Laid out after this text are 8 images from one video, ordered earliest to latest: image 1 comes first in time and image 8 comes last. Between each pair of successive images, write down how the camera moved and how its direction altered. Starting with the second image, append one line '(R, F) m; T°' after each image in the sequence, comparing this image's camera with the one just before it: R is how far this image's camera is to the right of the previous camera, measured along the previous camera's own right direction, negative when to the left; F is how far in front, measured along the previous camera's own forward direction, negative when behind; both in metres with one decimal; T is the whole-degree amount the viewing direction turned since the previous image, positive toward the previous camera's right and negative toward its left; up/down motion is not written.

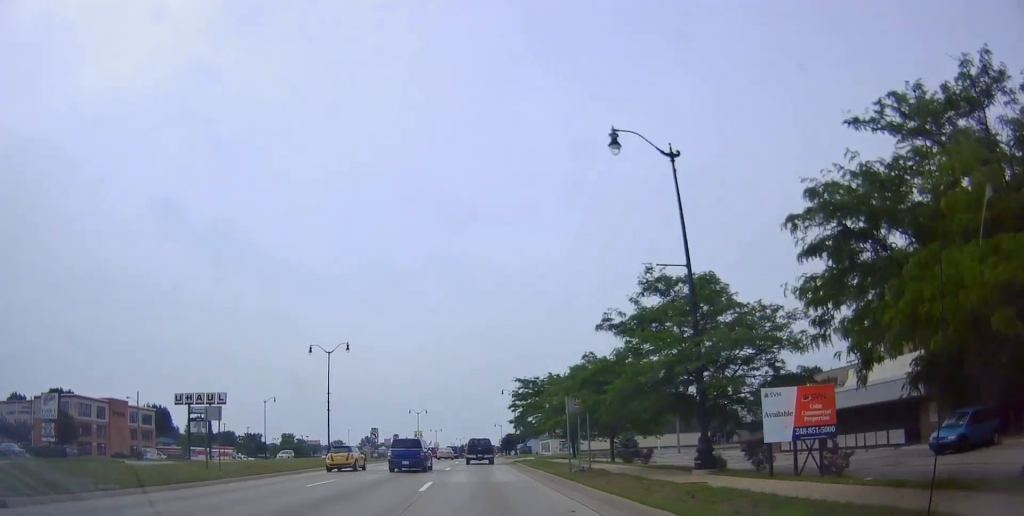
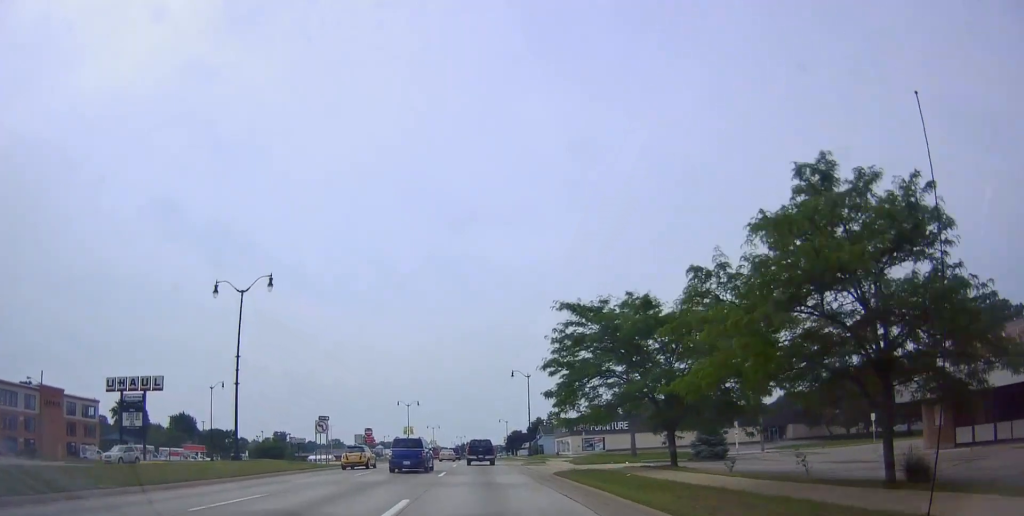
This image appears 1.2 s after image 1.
(-0.8, +22.5) m; 0°
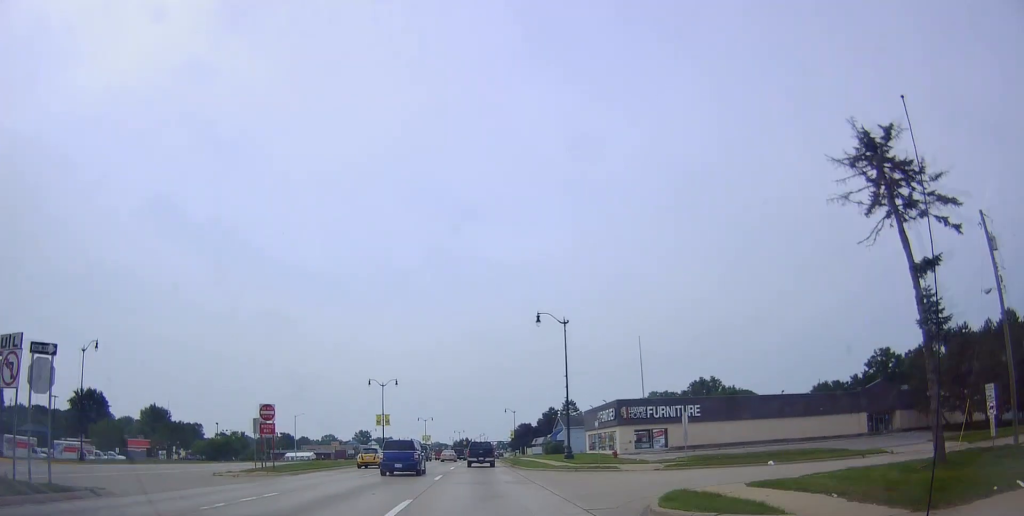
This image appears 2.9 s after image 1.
(+1.3, +30.6) m; 0°
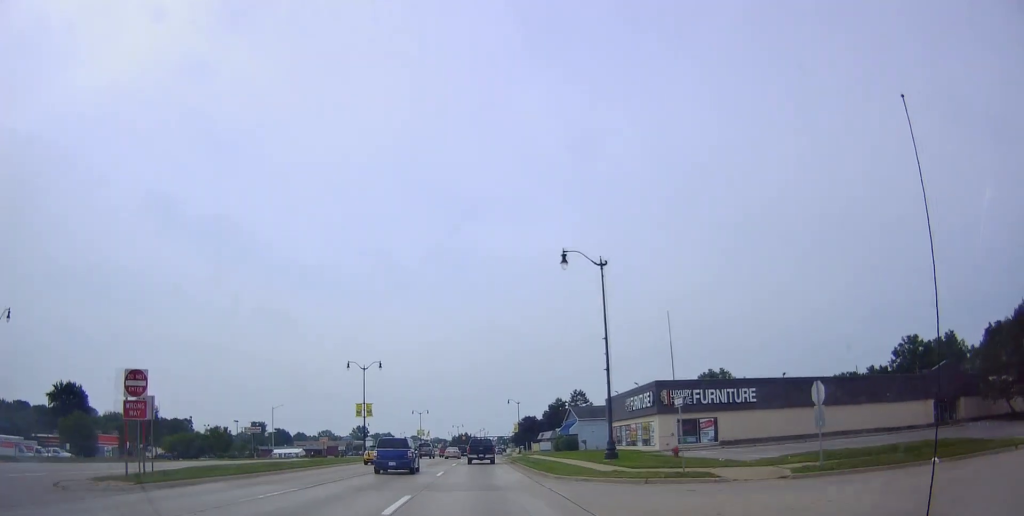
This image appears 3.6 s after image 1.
(-0.3, +13.4) m; -1°
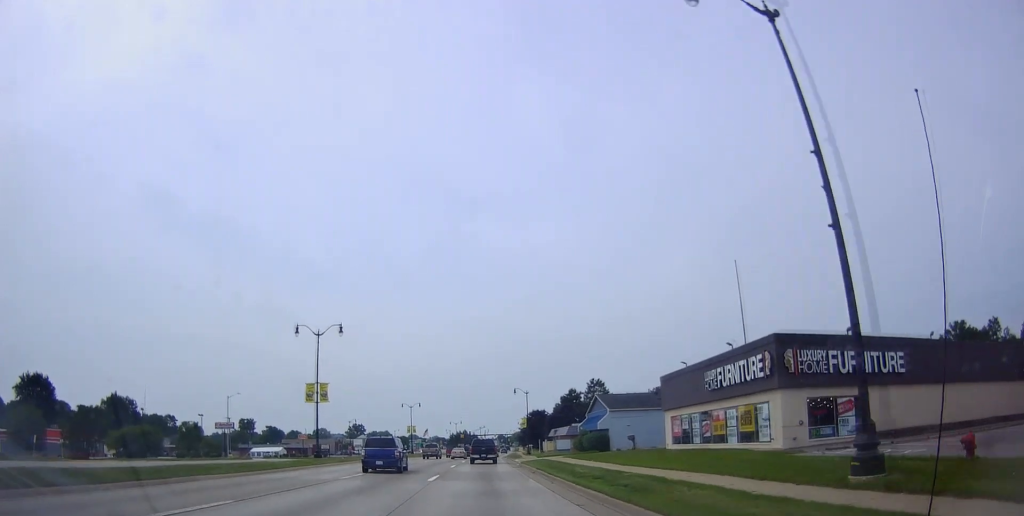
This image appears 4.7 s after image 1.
(0.0, +20.0) m; +1°
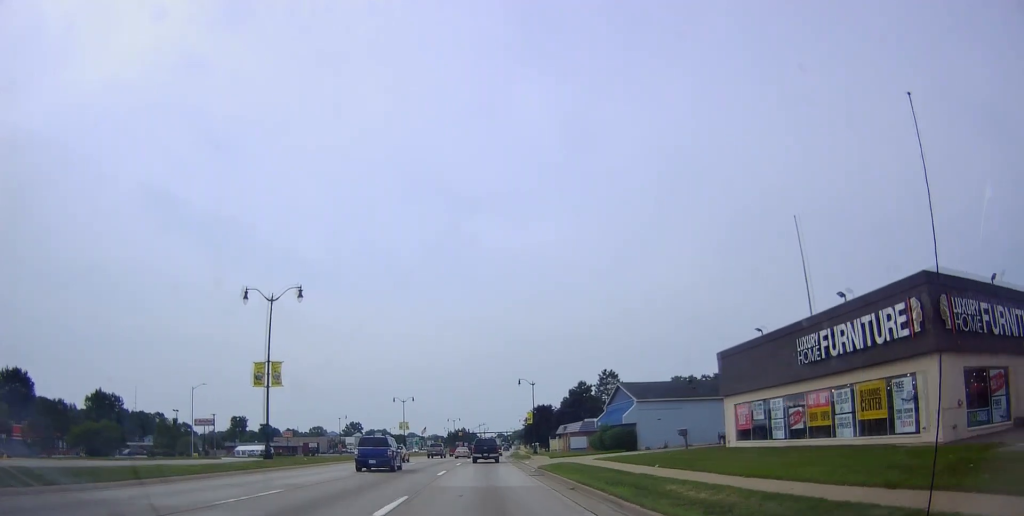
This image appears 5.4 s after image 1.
(+0.2, +11.5) m; +1°
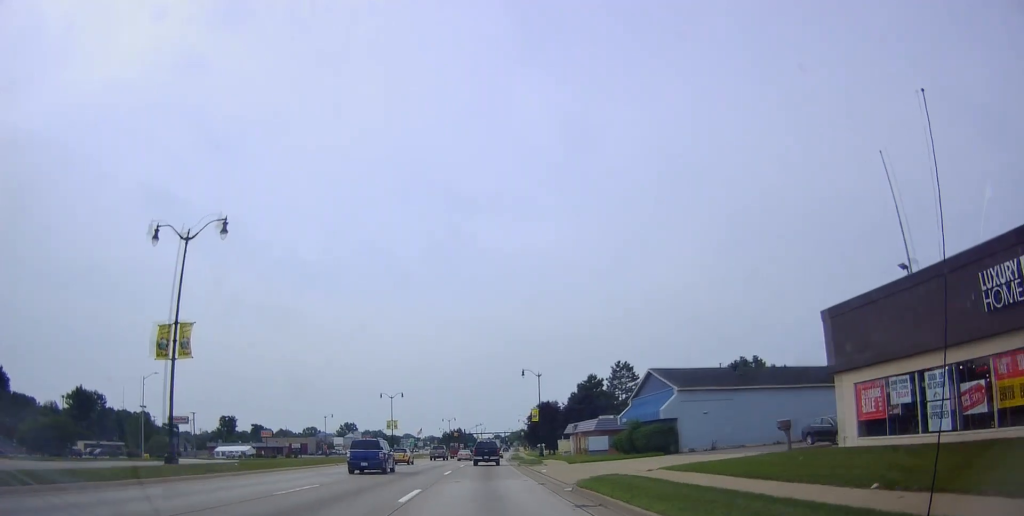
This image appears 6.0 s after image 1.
(-0.3, +12.1) m; 0°
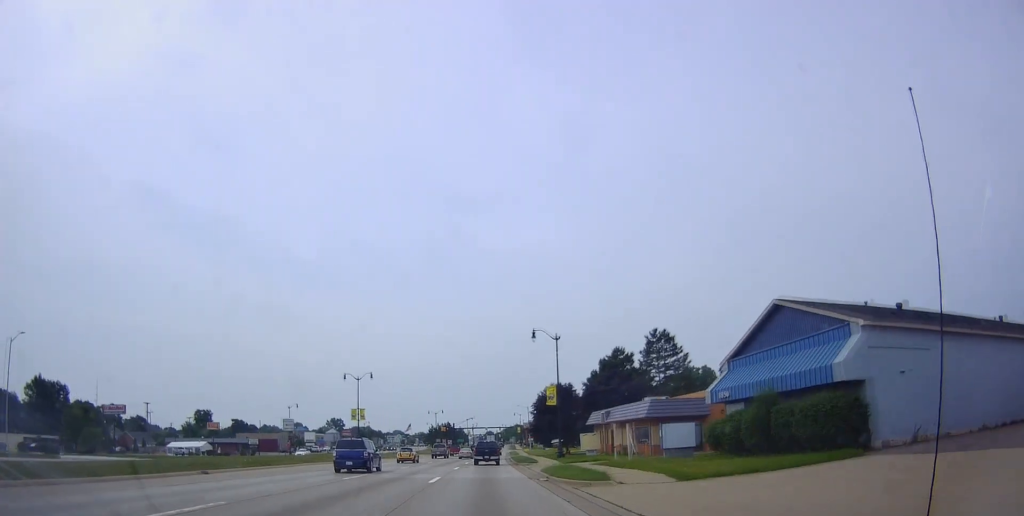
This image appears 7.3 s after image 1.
(+0.2, +22.9) m; -1°
